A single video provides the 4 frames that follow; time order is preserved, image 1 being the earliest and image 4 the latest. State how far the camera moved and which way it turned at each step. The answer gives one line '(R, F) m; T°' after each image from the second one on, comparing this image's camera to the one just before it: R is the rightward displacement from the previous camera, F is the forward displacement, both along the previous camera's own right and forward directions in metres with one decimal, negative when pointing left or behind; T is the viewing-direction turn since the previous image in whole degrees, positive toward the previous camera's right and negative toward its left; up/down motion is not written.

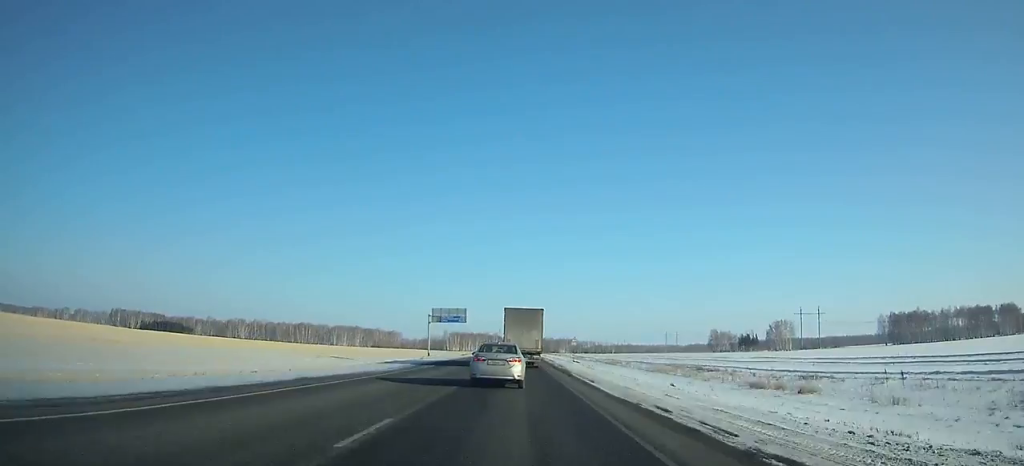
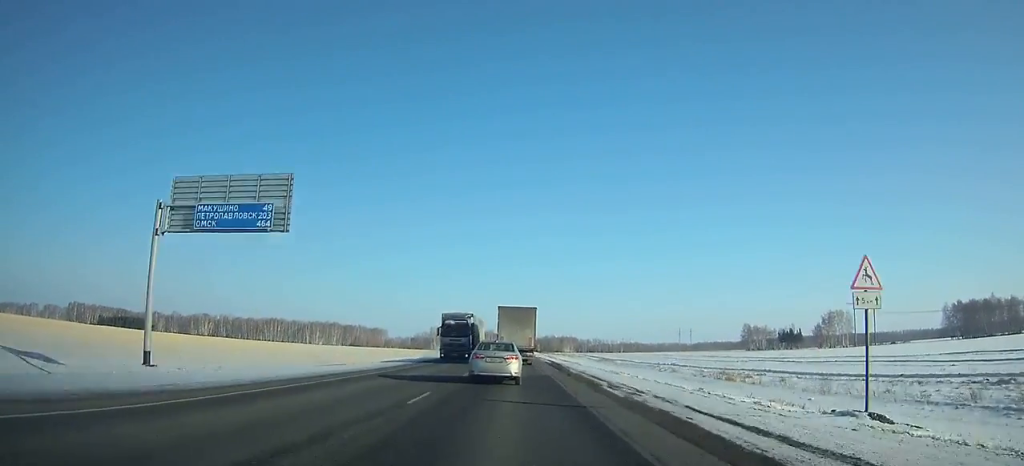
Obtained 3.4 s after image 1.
(0.0, +66.5) m; 0°
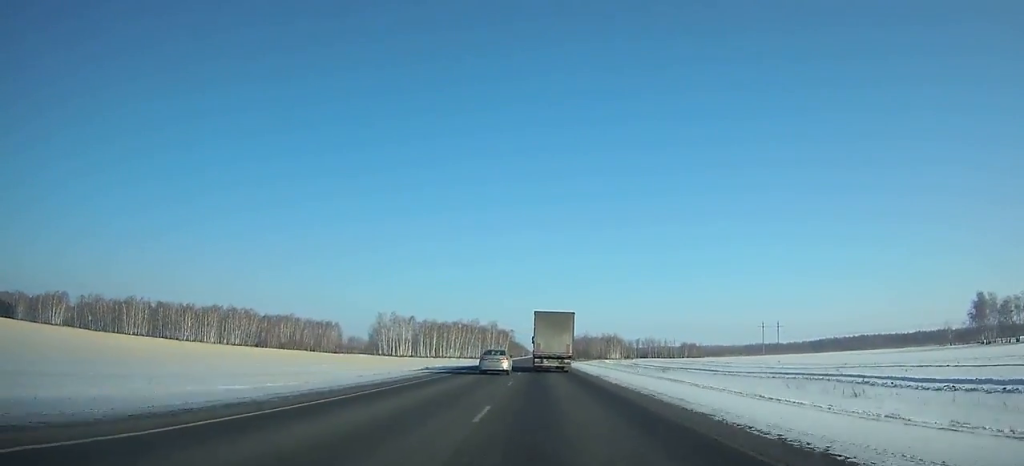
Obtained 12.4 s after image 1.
(-2.1, +203.0) m; -1°
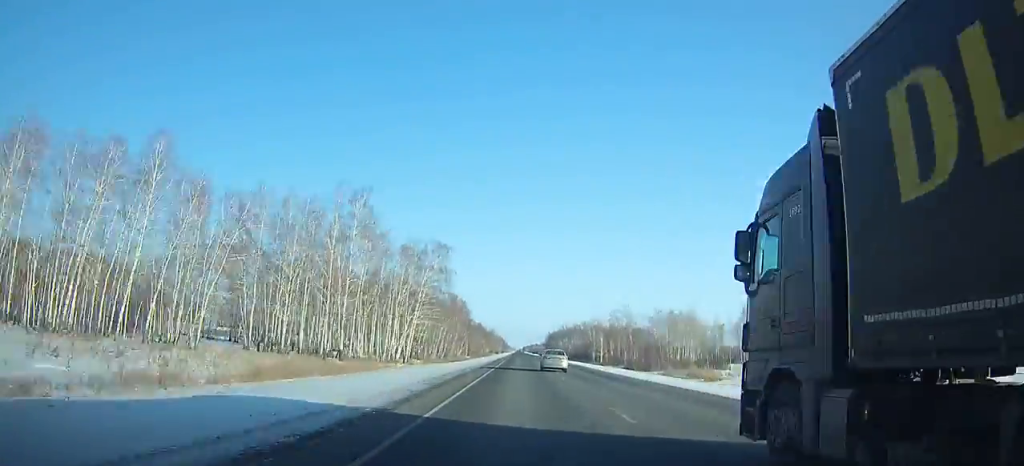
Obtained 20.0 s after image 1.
(+2.5, +218.8) m; +2°
